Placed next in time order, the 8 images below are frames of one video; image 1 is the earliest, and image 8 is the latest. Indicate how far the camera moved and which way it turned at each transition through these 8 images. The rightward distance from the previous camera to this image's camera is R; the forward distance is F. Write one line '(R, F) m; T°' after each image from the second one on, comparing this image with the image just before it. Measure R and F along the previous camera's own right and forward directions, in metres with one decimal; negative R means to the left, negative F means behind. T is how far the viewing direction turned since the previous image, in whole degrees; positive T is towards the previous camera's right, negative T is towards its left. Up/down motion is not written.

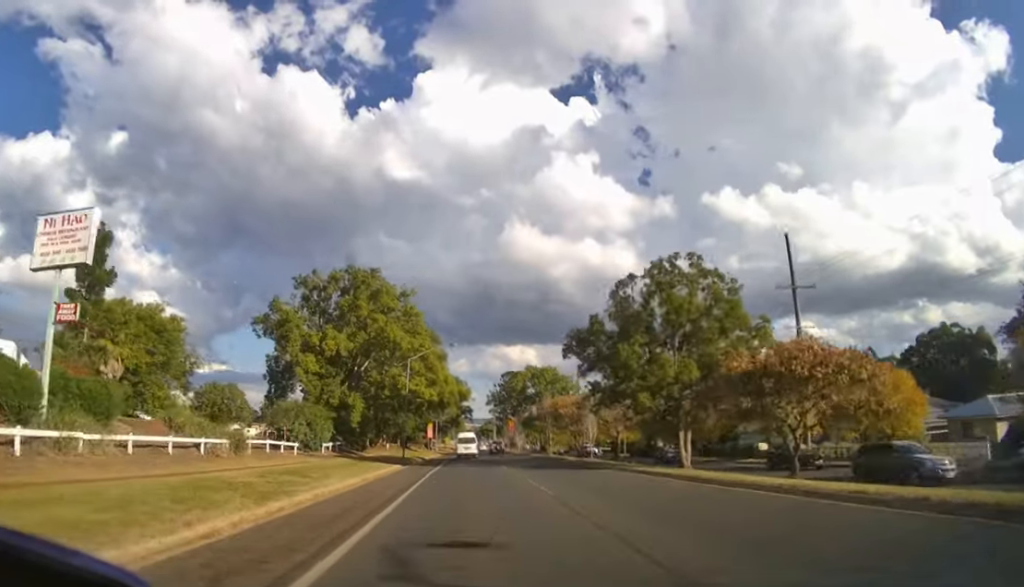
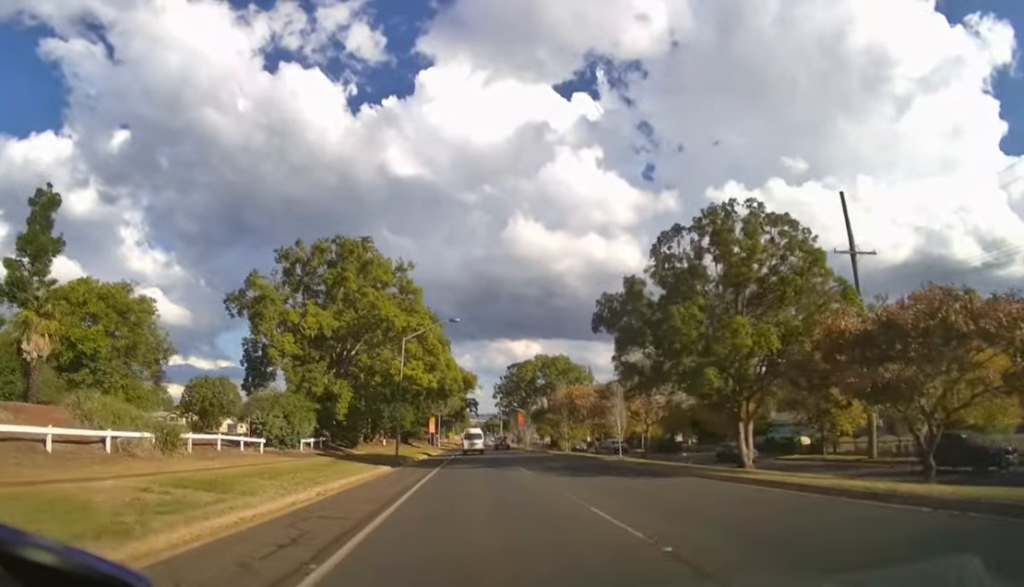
(0.0, +5.8) m; 0°
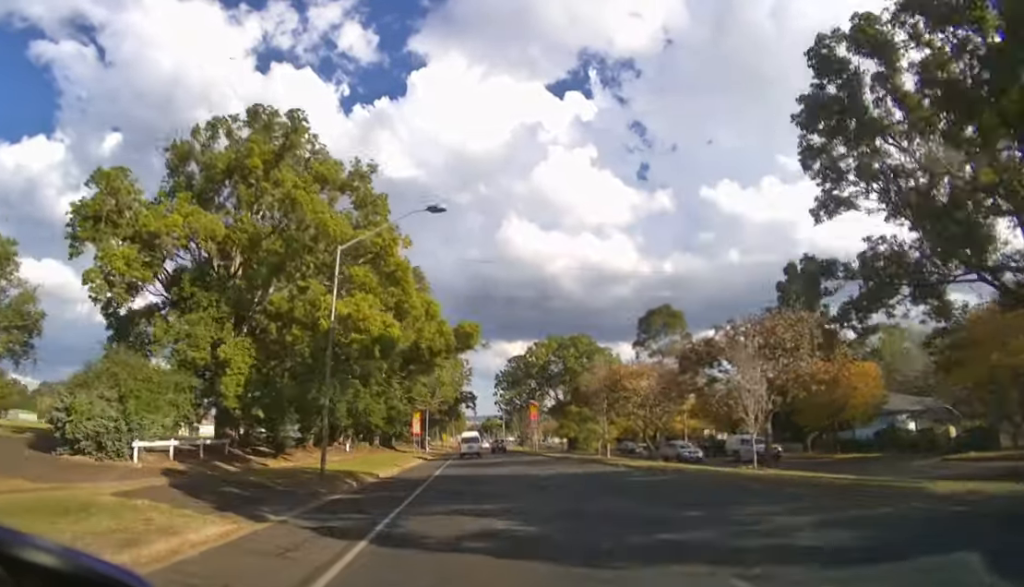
(0.0, +16.5) m; 0°
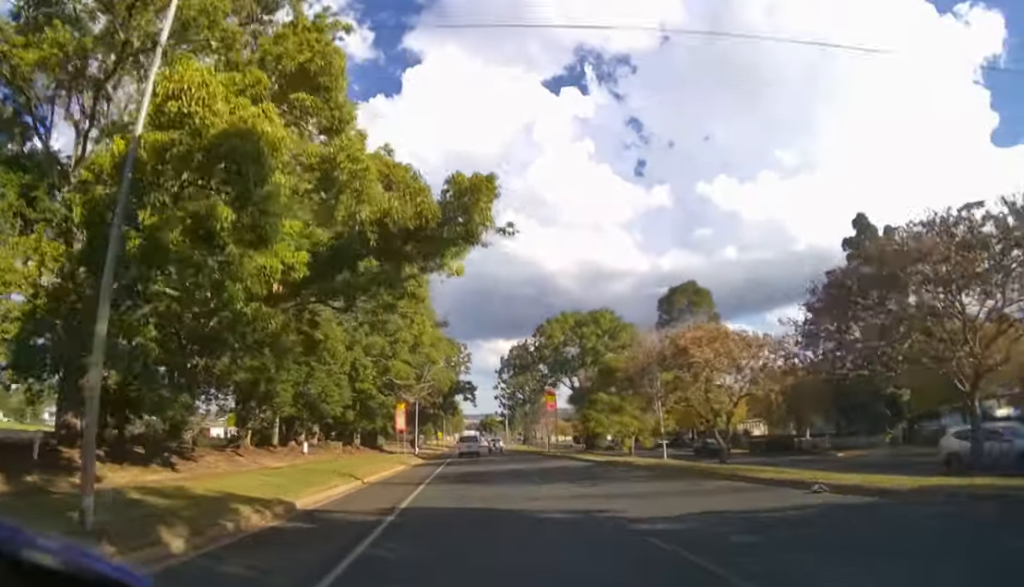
(0.0, +10.6) m; 0°
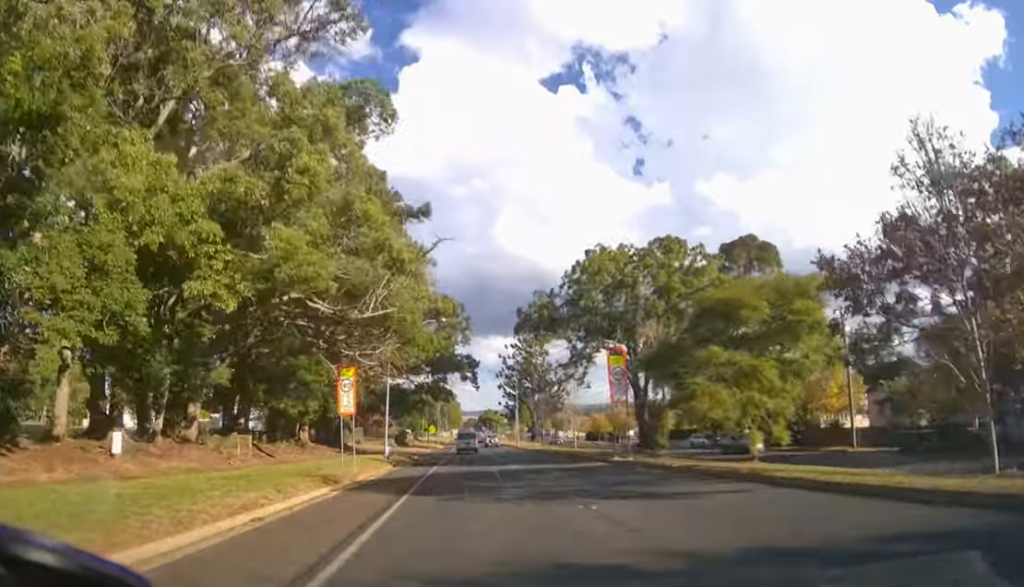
(+0.1, +18.5) m; +1°
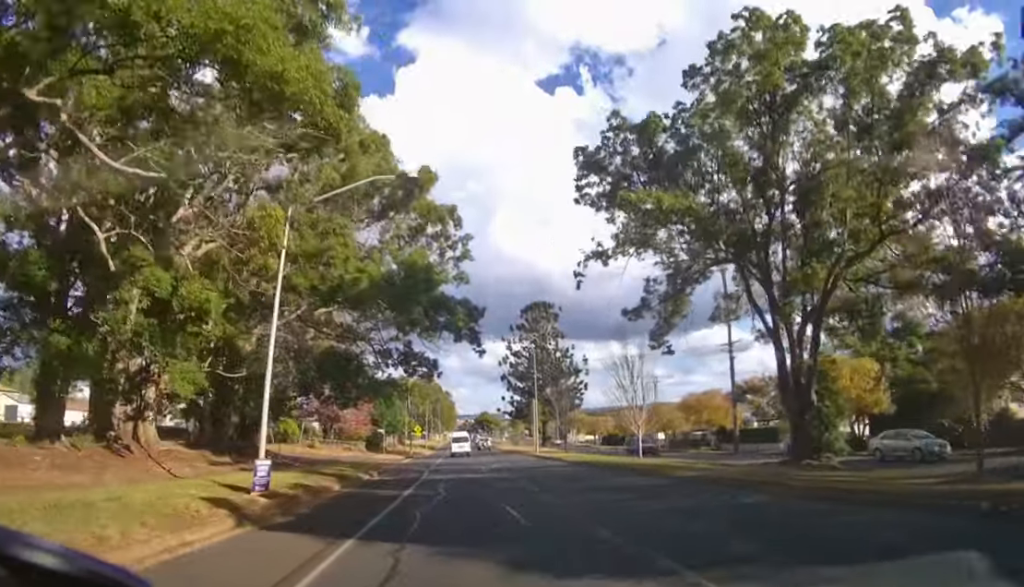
(0.0, +20.1) m; 0°
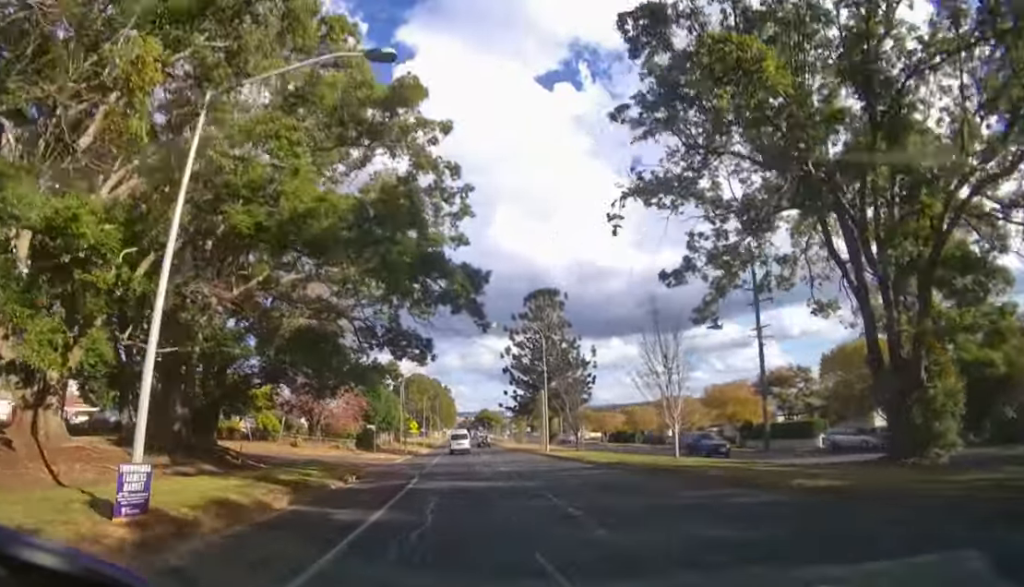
(0.0, +5.8) m; 0°
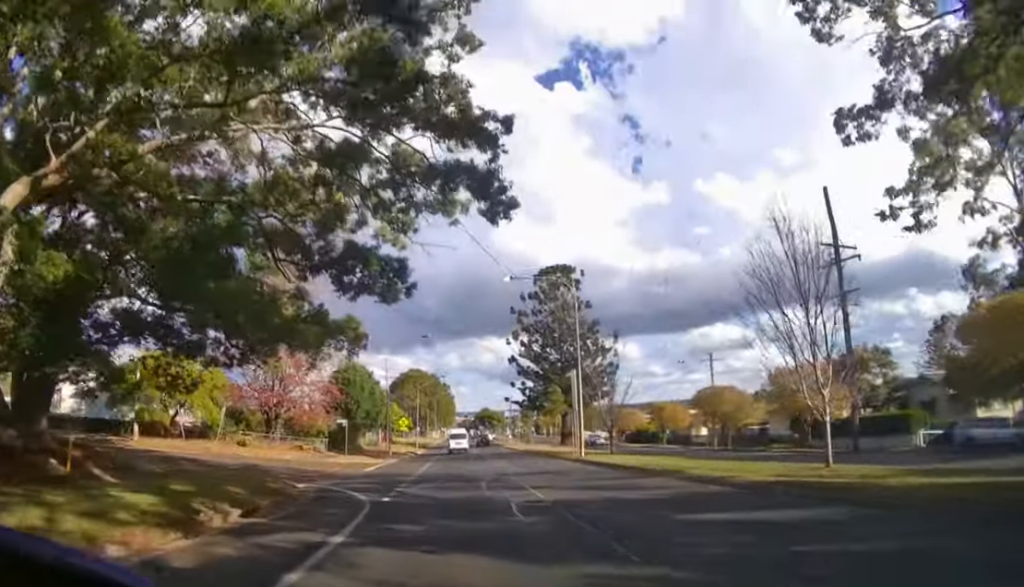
(0.0, +12.0) m; 0°
